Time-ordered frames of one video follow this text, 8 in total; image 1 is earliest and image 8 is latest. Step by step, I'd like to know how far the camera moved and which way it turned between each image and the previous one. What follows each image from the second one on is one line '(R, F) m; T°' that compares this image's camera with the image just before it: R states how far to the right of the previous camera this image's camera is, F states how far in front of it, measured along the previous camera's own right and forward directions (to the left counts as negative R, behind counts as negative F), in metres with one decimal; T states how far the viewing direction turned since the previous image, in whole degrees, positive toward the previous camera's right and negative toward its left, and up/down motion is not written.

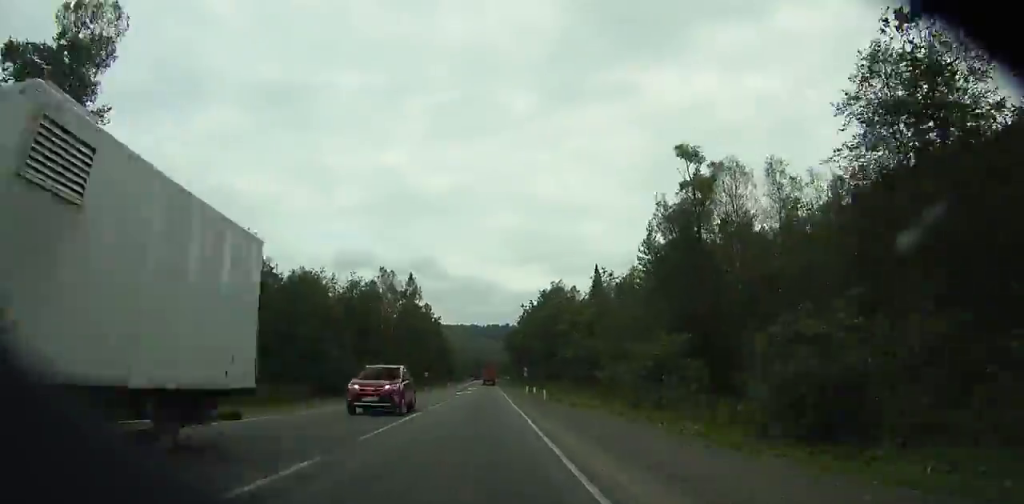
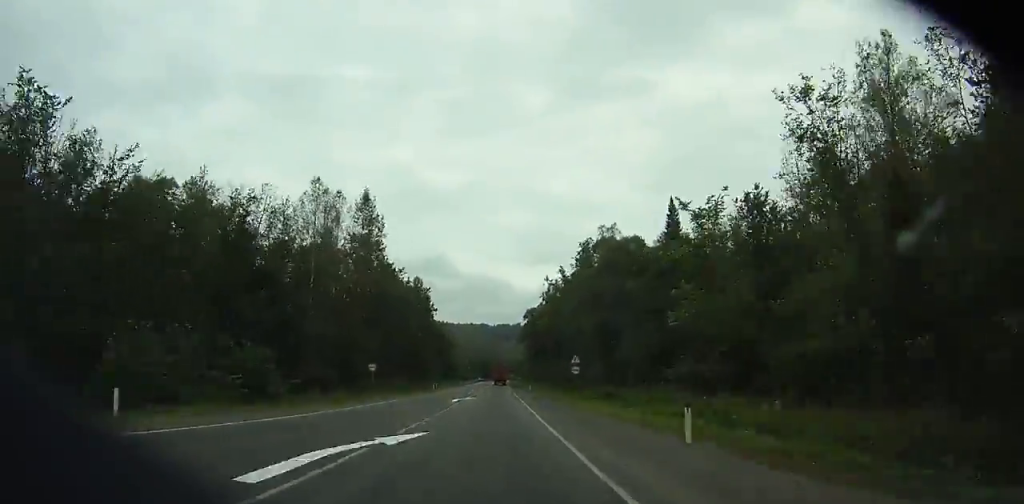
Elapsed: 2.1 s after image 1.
(+0.1, +45.1) m; 0°
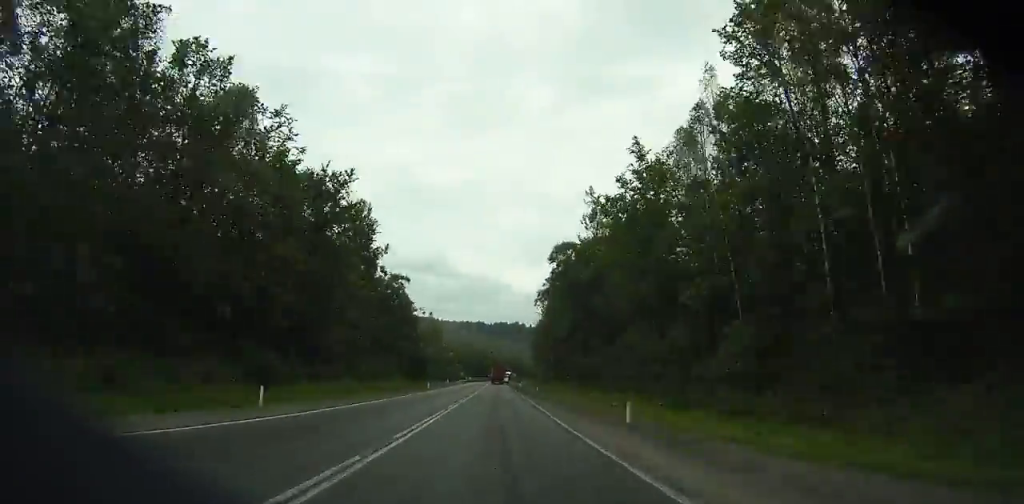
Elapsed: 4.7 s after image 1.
(-0.4, +55.9) m; 0°
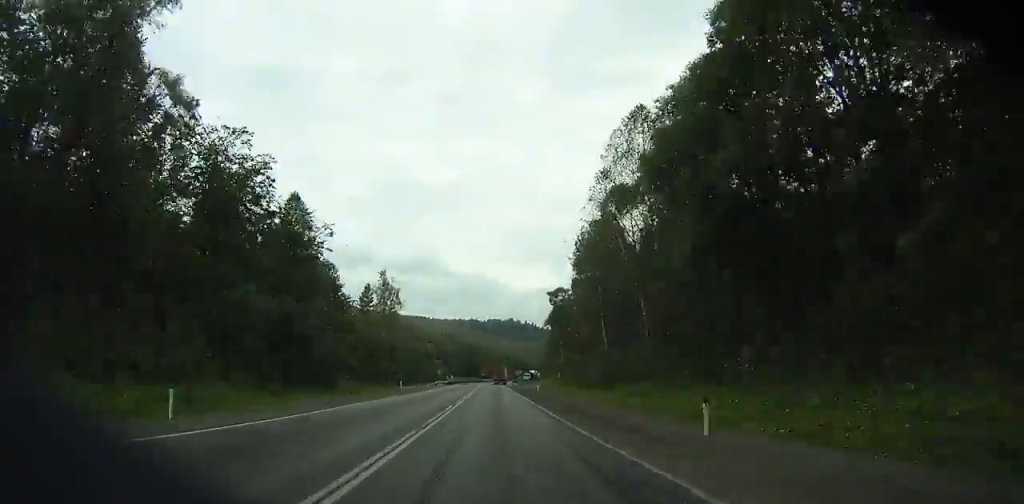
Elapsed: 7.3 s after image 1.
(+0.3, +55.5) m; 0°
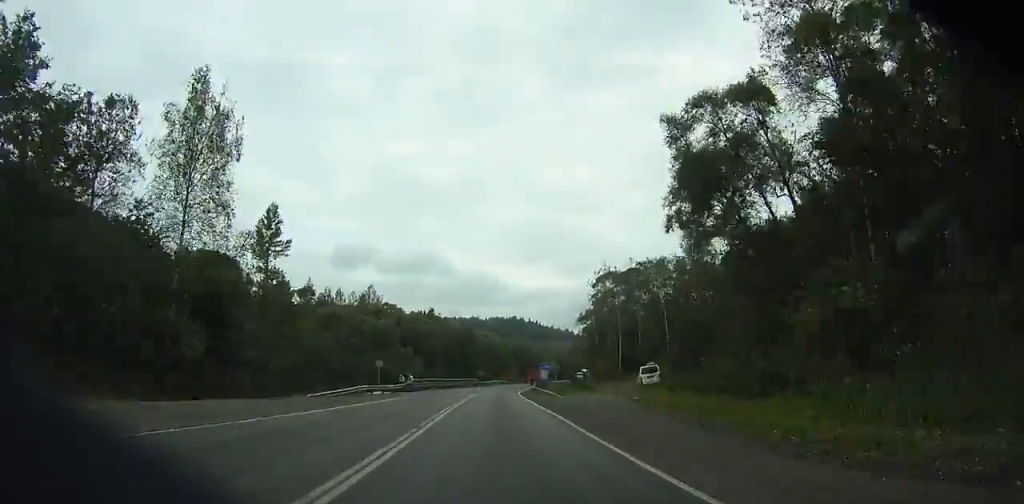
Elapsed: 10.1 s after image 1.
(+0.2, +59.5) m; +1°
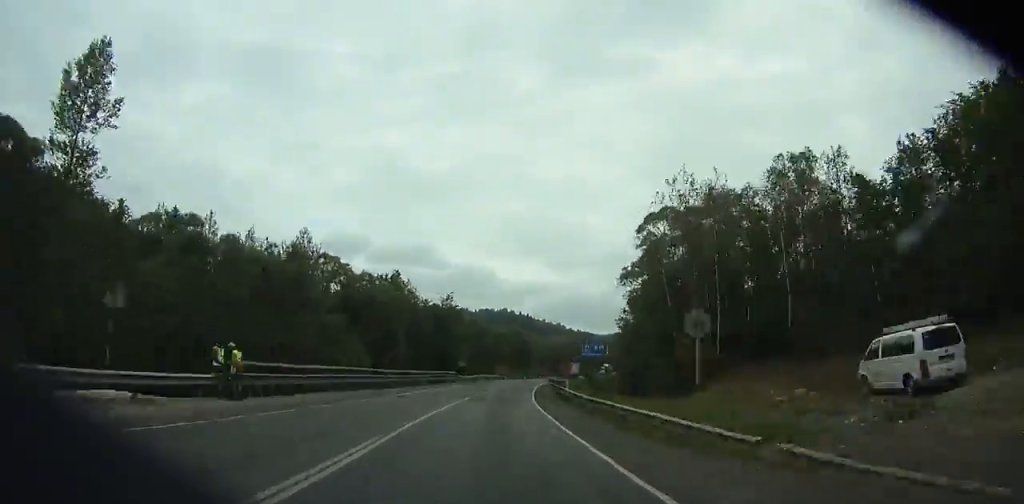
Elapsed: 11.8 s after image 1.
(0.0, +35.9) m; +1°
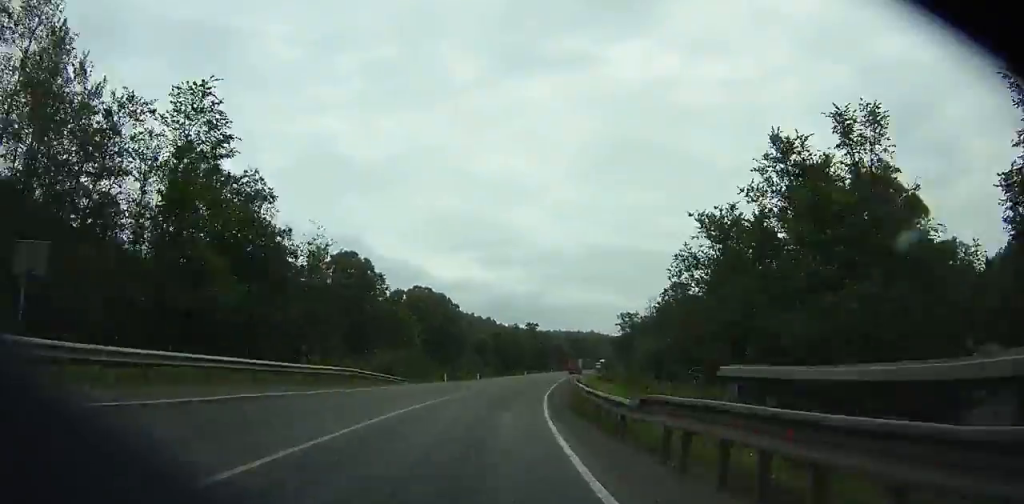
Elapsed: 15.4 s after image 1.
(+3.5, +75.9) m; +6°
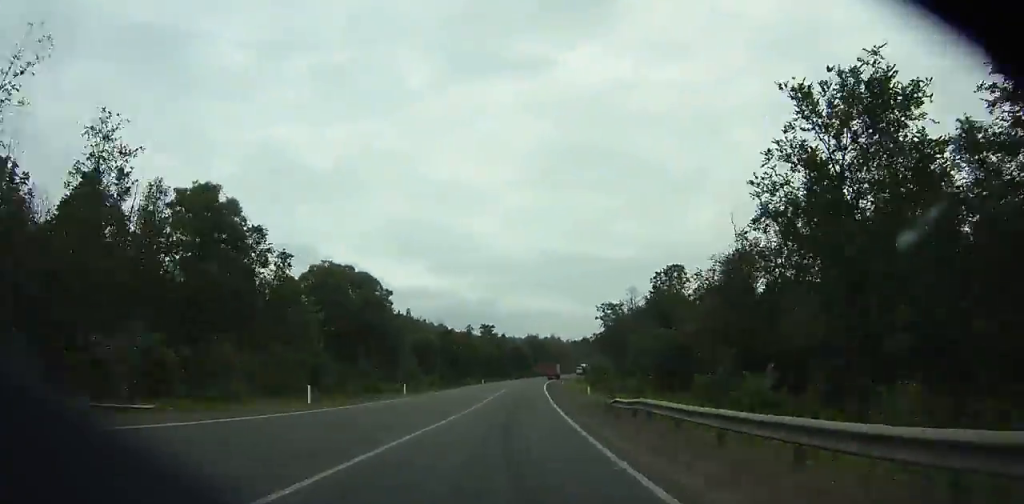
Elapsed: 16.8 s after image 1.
(+0.4, +29.8) m; +3°
